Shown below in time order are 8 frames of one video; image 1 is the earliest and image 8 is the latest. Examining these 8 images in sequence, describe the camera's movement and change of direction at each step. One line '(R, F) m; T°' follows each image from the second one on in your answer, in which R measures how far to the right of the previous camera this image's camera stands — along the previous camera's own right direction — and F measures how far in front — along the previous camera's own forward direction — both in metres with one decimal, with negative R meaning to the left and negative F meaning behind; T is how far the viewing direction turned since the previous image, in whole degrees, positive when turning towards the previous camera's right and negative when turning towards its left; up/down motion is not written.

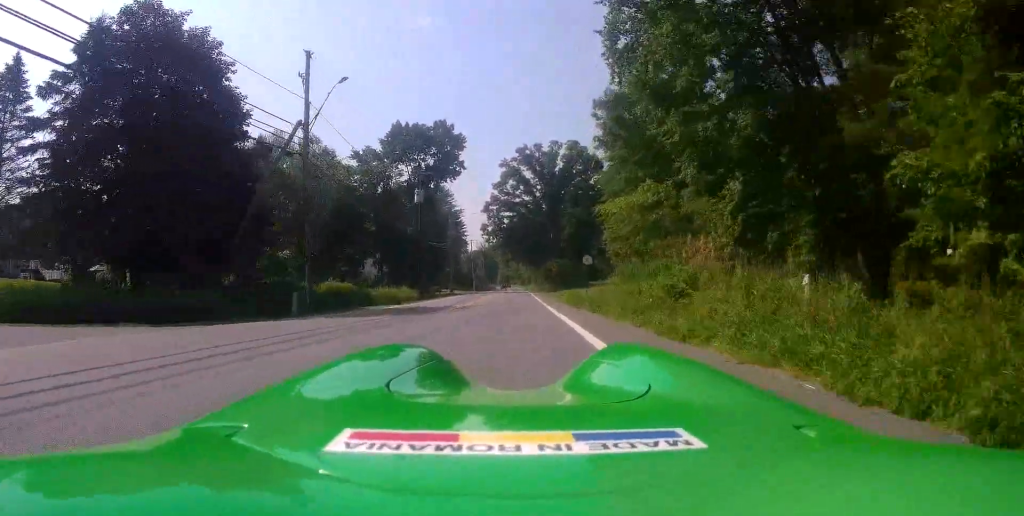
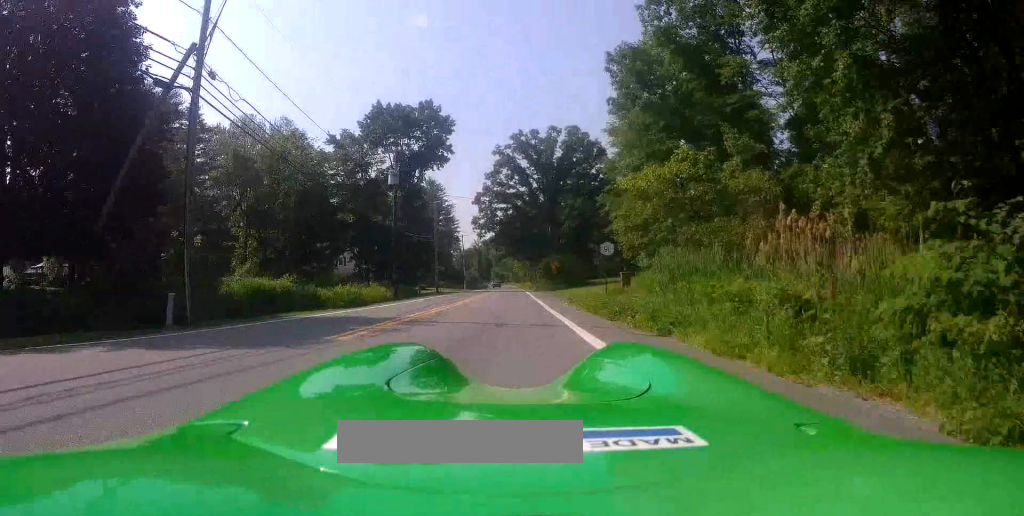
(0.0, +9.2) m; -1°
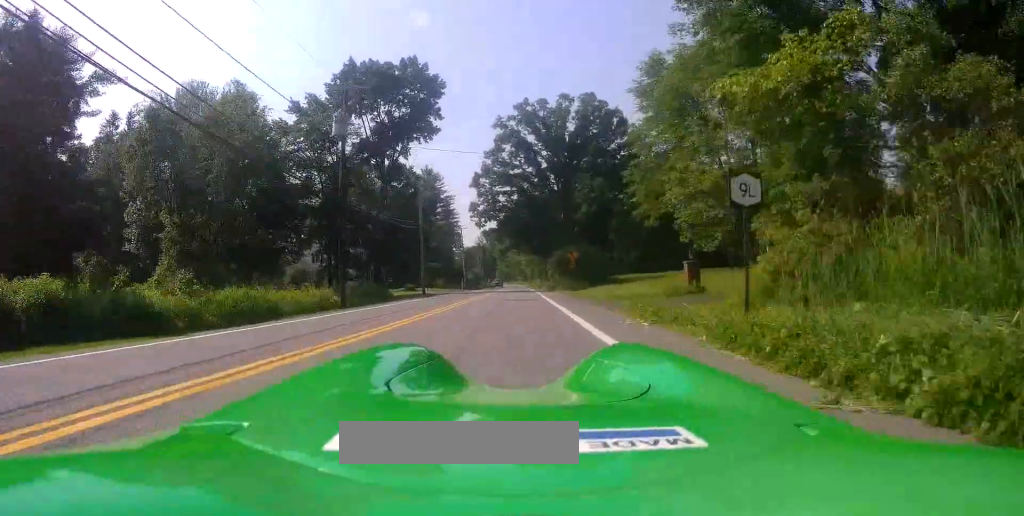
(-0.3, +14.8) m; -2°
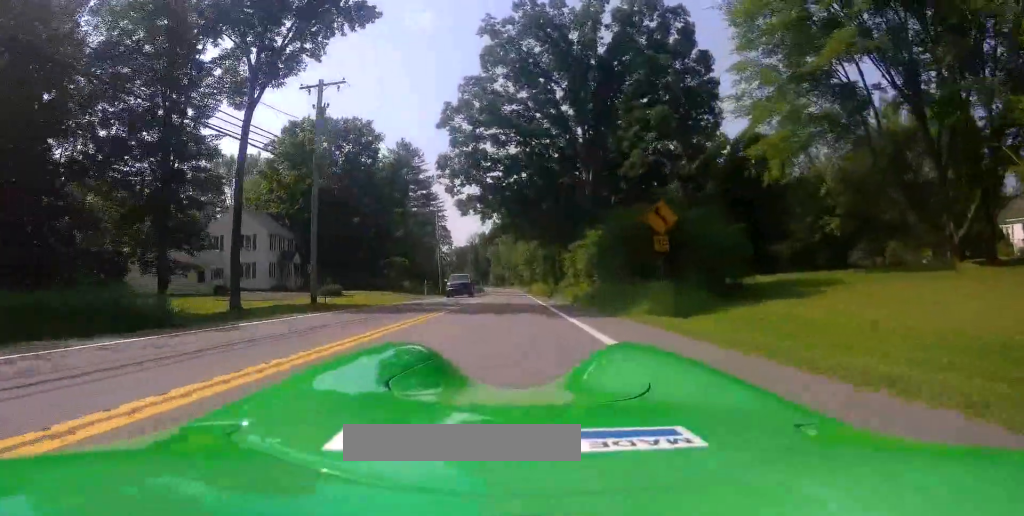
(+0.6, +30.5) m; +2°
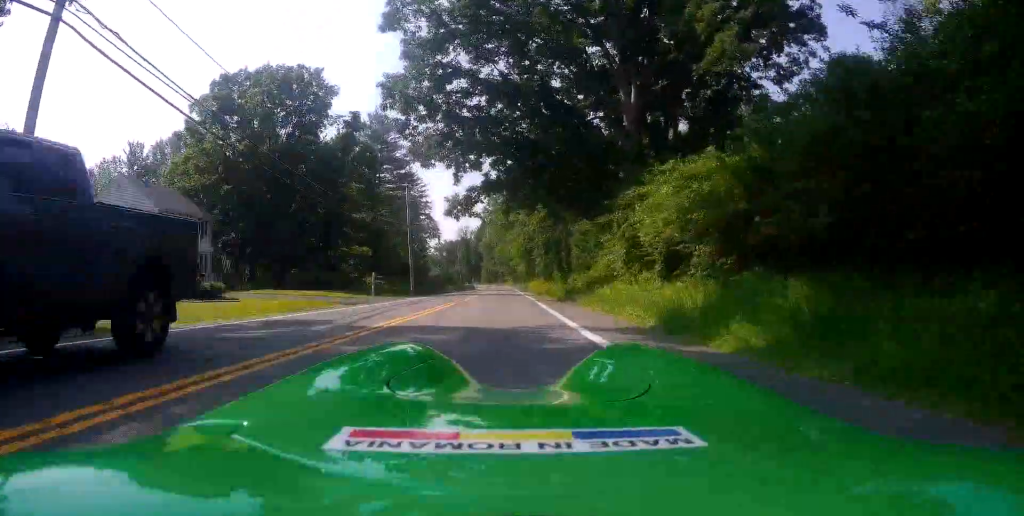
(0.0, +17.8) m; -2°
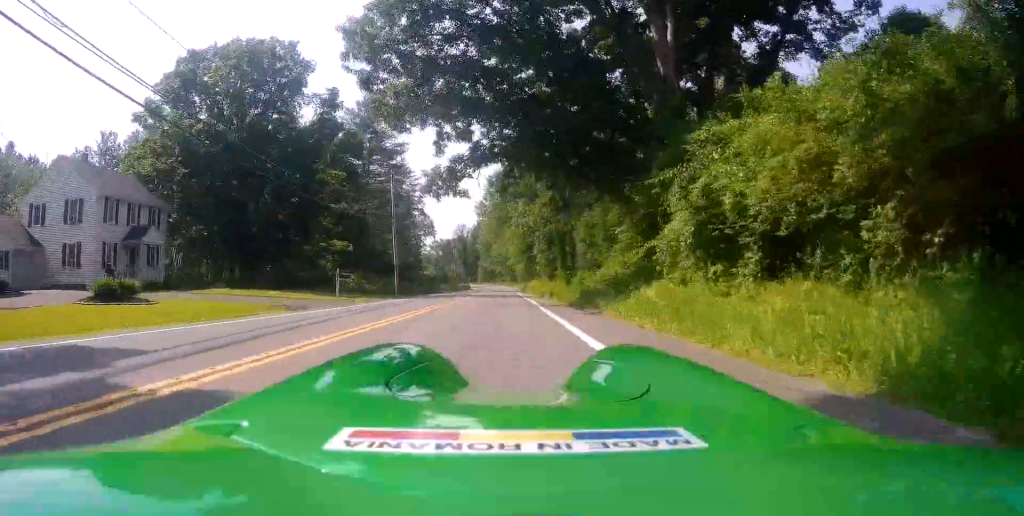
(-0.3, +6.7) m; +2°
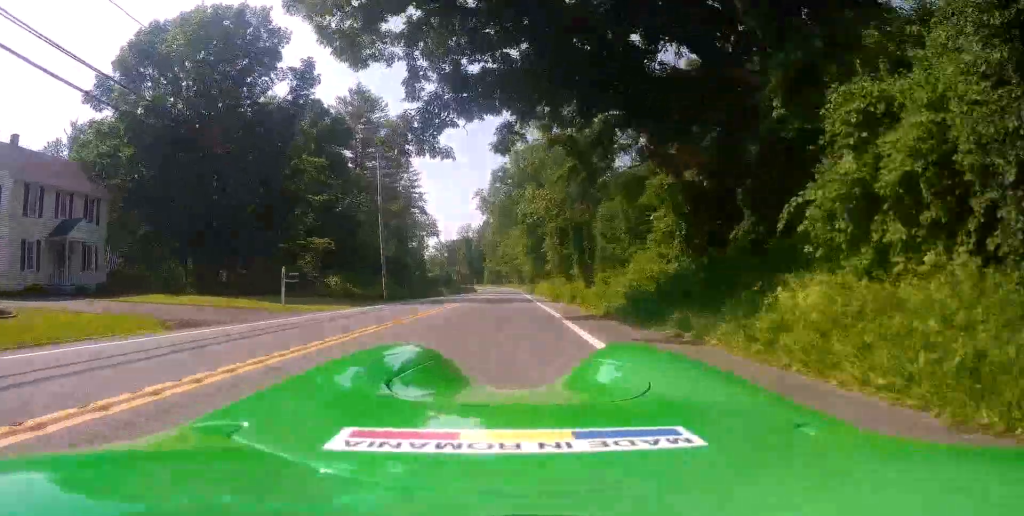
(-0.4, +7.3) m; +2°
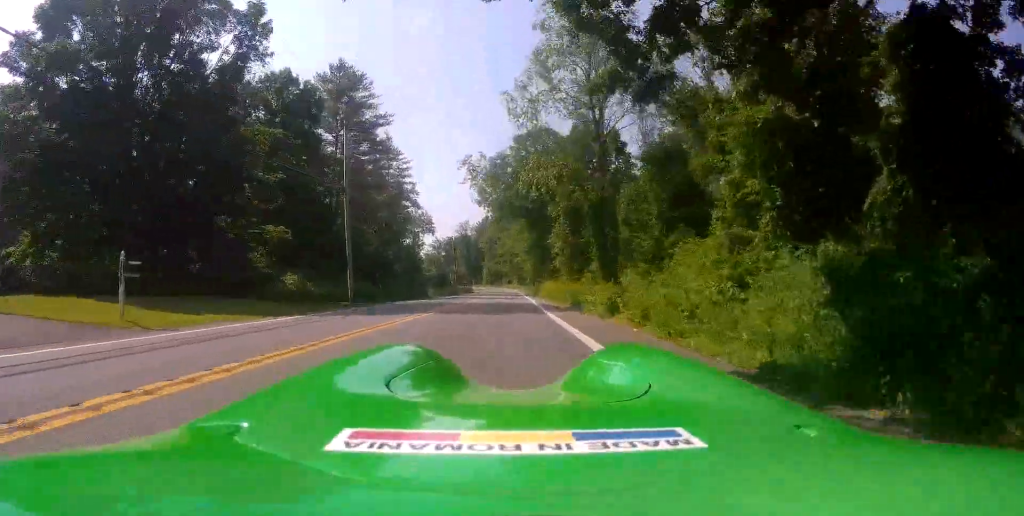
(+0.9, +9.8) m; +2°
